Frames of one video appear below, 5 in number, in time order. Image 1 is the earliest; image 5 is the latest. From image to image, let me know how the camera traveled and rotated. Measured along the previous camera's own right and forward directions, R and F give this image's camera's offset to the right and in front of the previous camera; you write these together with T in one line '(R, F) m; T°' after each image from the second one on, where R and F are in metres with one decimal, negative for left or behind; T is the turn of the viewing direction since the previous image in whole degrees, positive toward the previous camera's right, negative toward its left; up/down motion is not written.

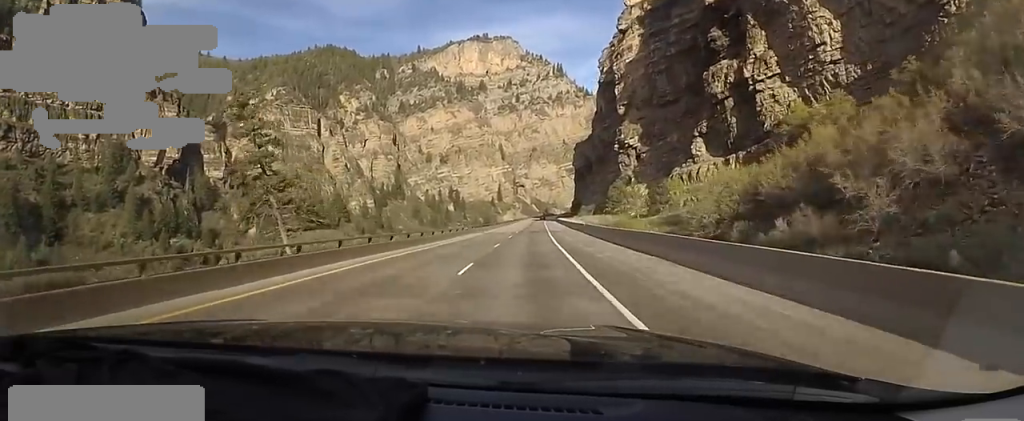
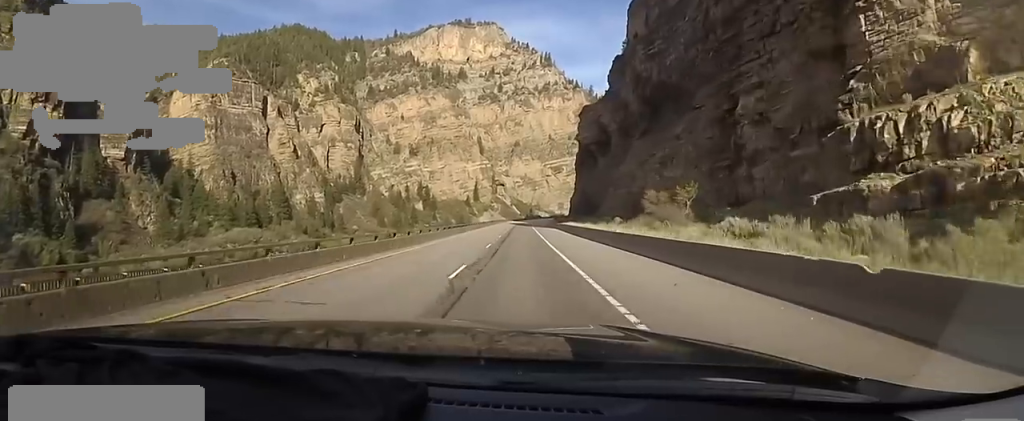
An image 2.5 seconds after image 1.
(+0.2, +62.5) m; 0°
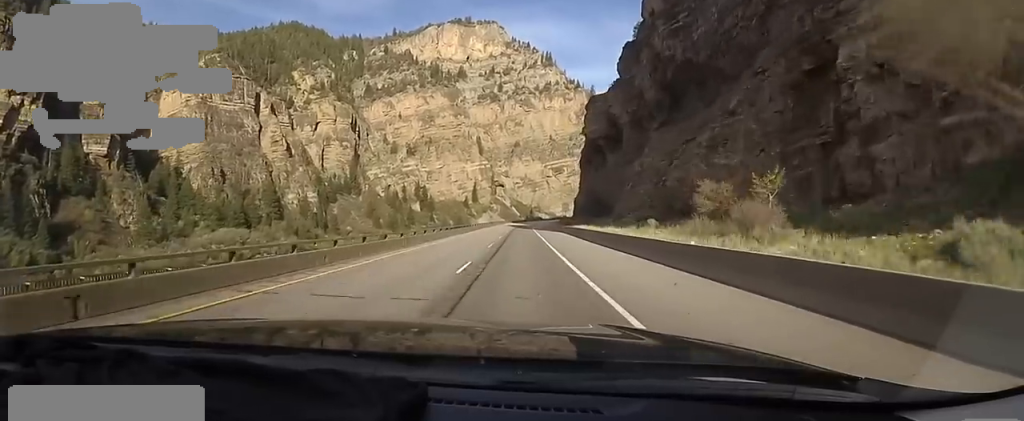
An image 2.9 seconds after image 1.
(0.0, +10.8) m; 0°
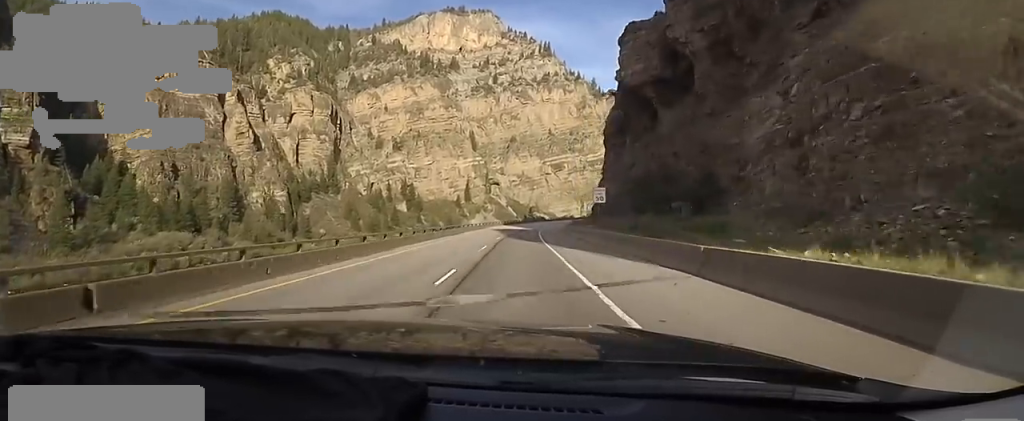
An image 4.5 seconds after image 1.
(-0.1, +38.8) m; 0°
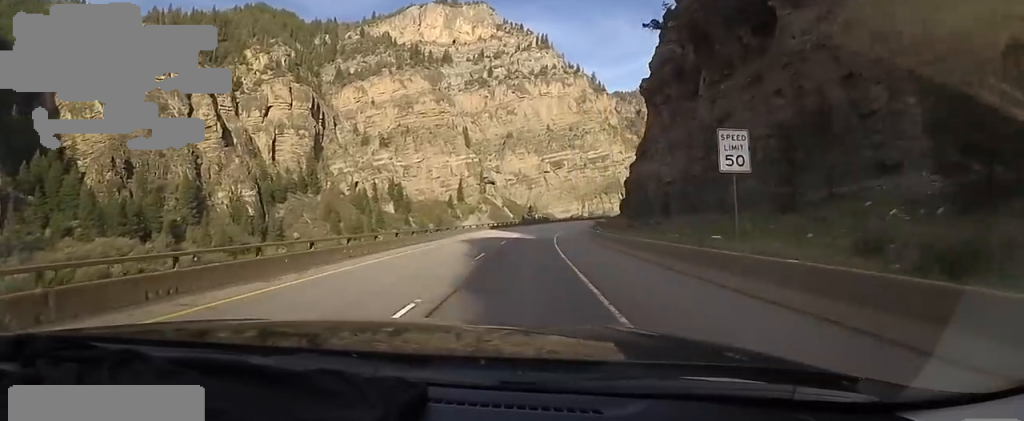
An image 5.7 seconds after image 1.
(0.0, +29.7) m; 0°
